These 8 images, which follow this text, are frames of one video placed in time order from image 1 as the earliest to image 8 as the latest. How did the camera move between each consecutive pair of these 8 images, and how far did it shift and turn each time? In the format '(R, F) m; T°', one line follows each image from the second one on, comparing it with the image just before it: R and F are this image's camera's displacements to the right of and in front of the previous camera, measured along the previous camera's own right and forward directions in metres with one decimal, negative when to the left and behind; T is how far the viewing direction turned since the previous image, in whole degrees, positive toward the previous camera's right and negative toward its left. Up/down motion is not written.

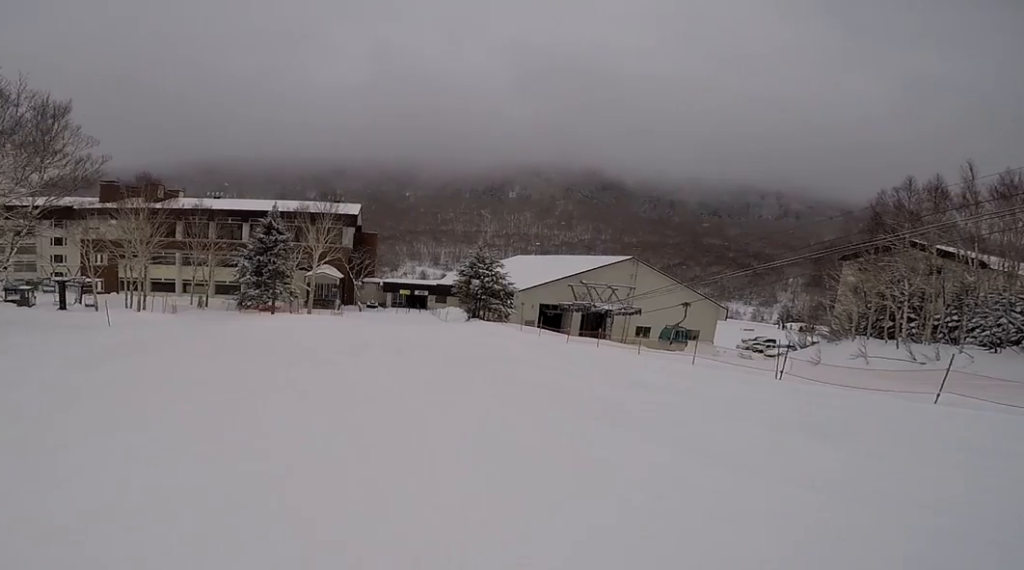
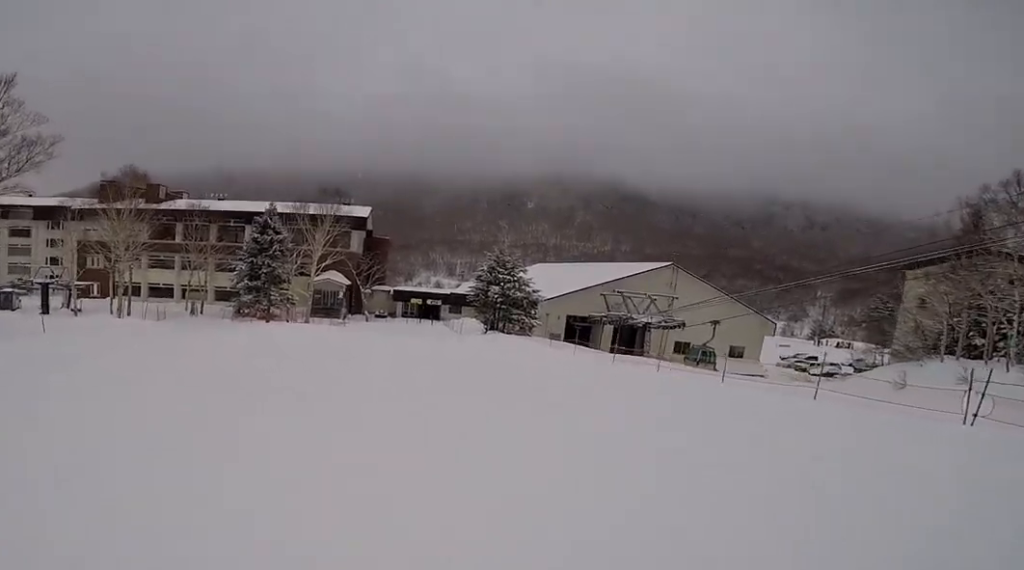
(-0.7, +4.7) m; -1°
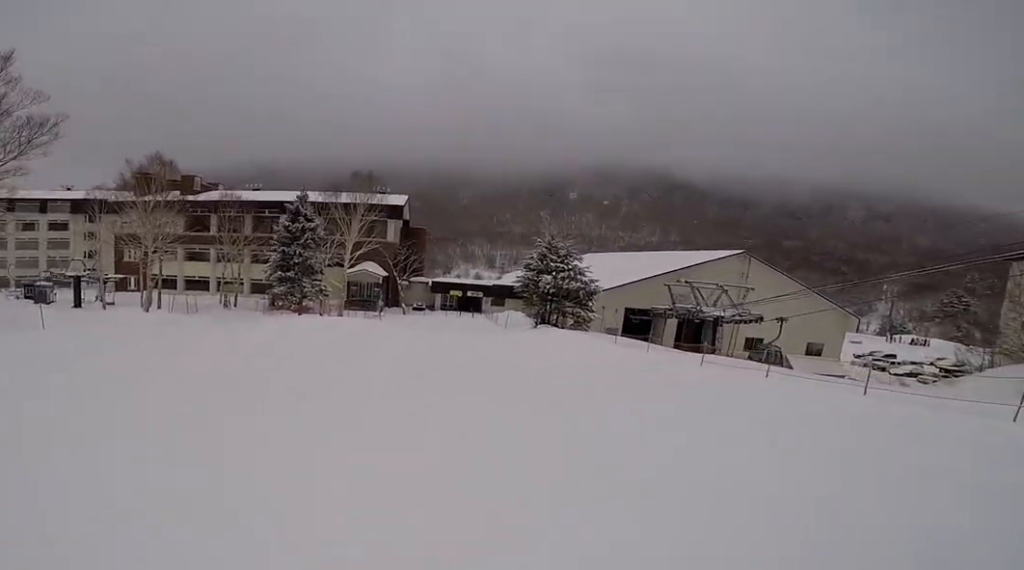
(+0.3, +2.7) m; 0°
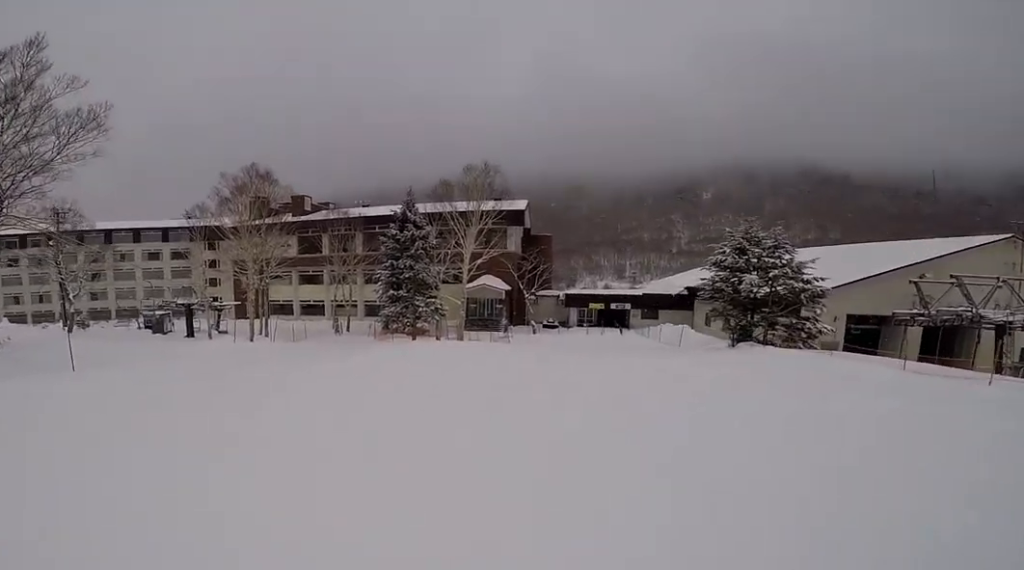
(+0.4, +6.1) m; +4°
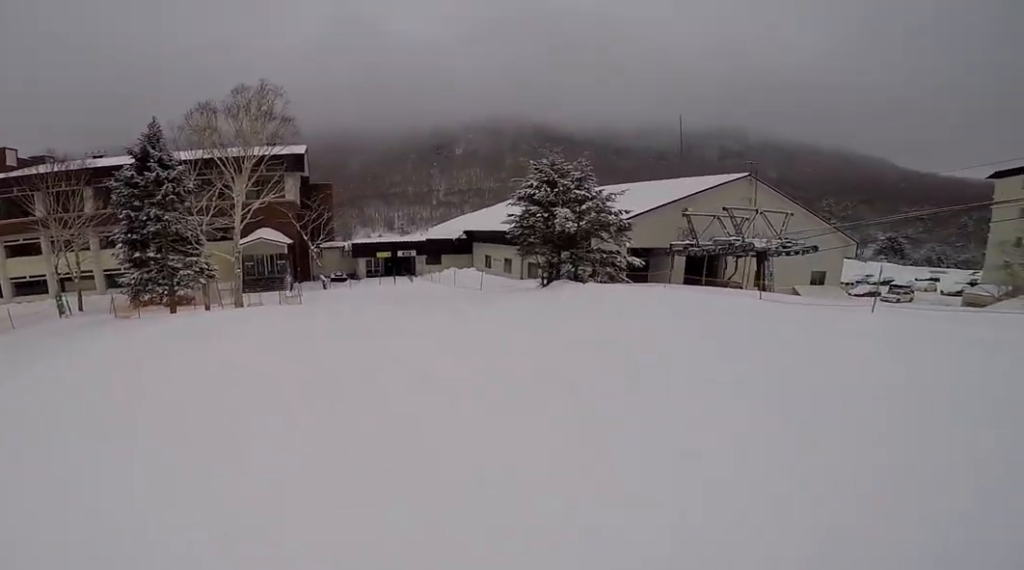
(-0.8, +4.9) m; +15°
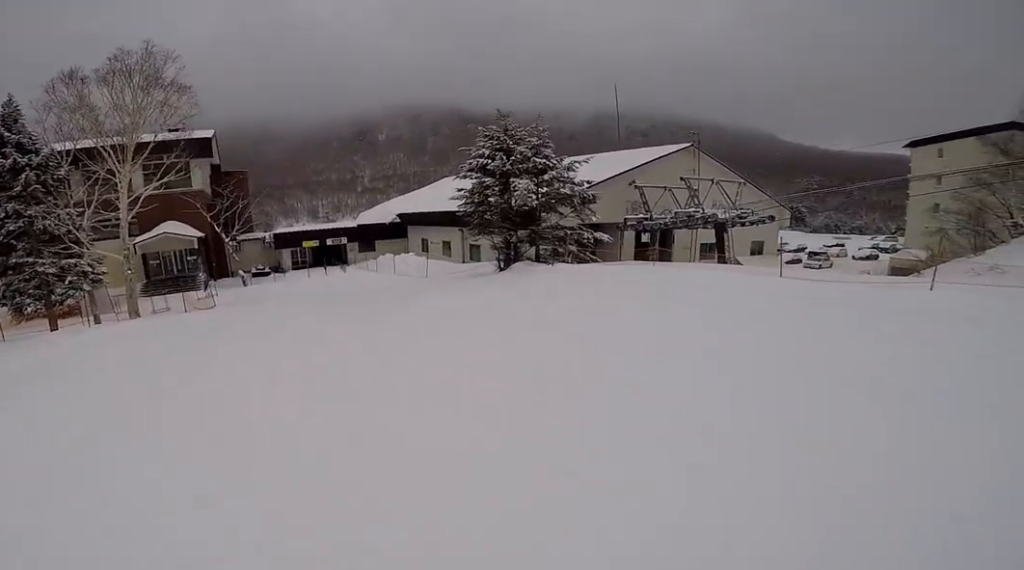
(+1.6, +3.1) m; +8°
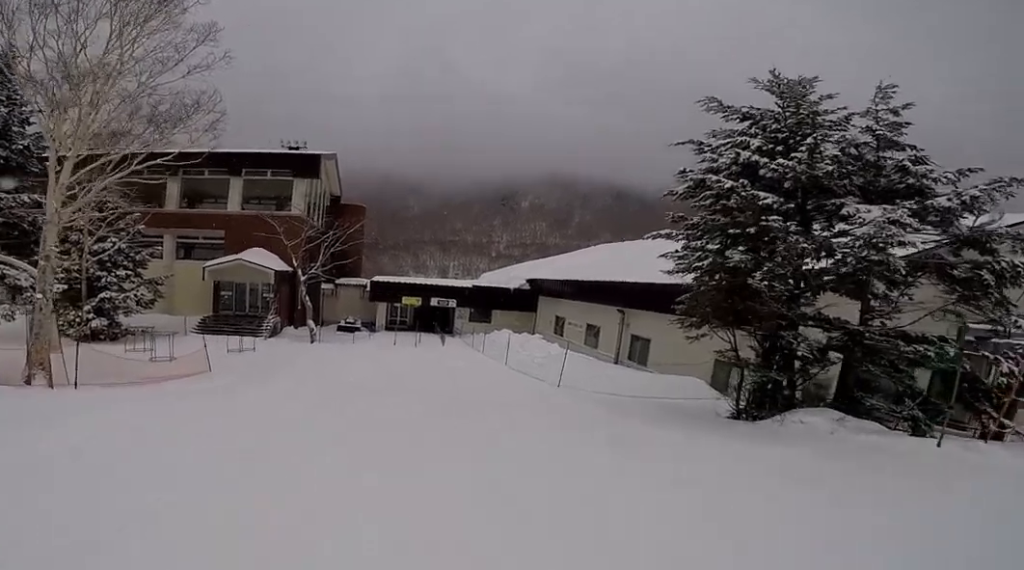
(-0.6, +10.5) m; -9°
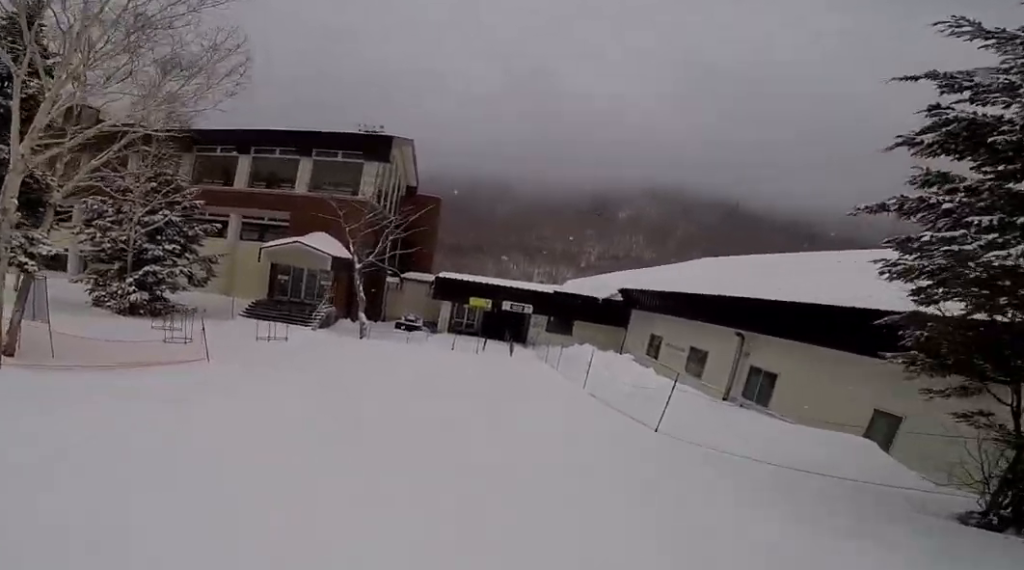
(-0.1, +3.4) m; -8°
